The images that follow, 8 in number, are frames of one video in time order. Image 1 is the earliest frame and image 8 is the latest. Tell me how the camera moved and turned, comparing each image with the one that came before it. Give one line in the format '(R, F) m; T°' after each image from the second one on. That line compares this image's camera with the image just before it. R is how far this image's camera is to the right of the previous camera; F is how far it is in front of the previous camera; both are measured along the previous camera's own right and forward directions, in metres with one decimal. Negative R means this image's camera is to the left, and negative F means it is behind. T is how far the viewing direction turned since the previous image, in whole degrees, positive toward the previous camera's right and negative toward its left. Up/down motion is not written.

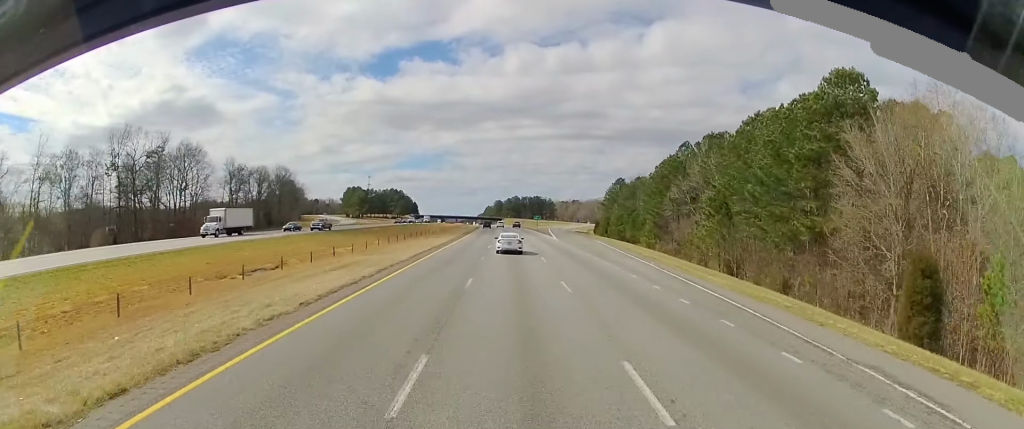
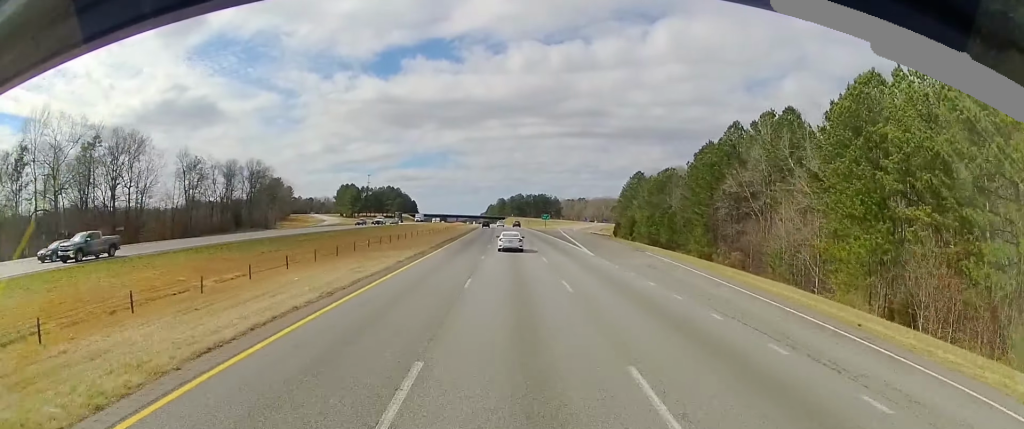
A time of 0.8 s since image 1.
(0.0, +24.4) m; 0°
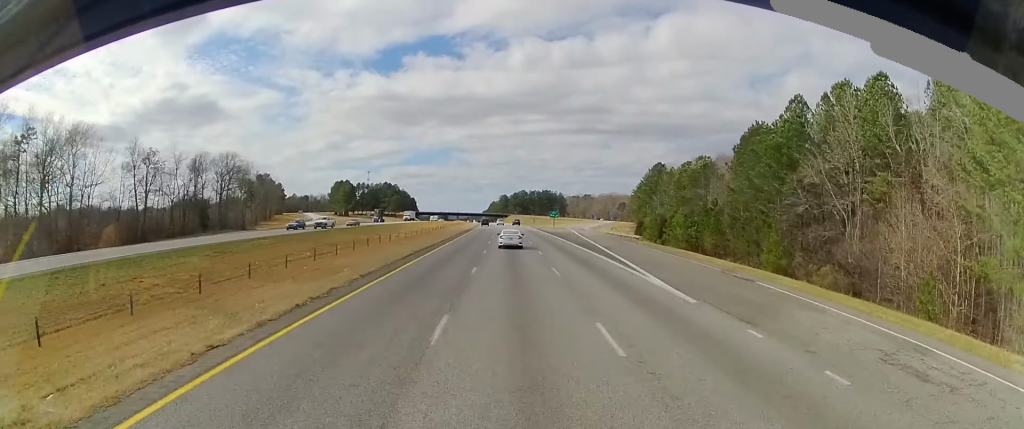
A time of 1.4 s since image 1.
(0.0, +20.2) m; 0°
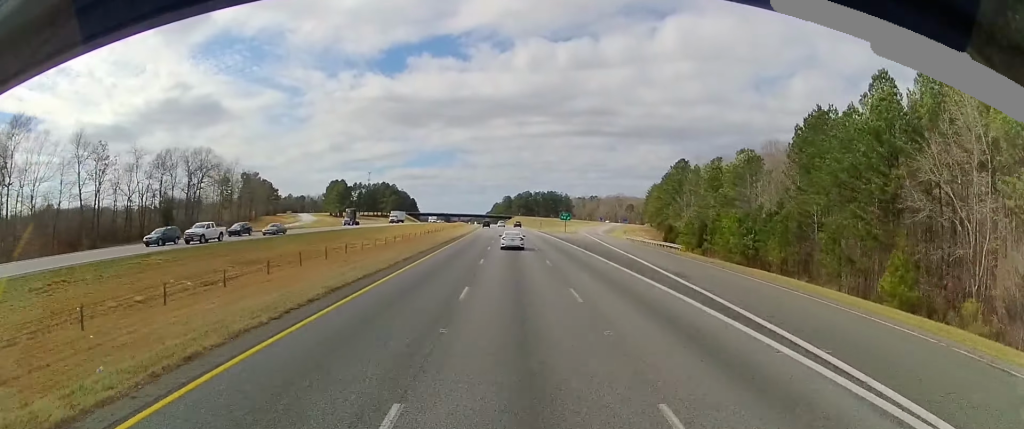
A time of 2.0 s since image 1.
(+0.1, +18.1) m; 0°
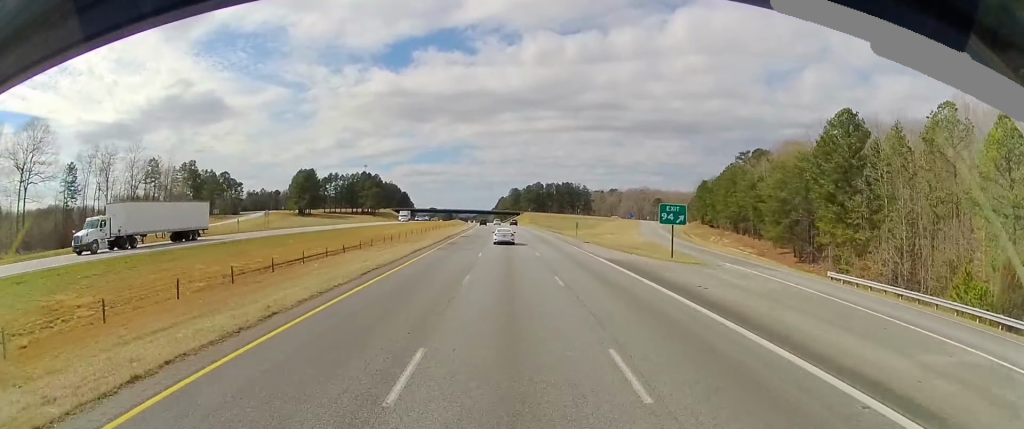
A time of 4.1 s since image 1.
(-0.9, +69.4) m; -2°
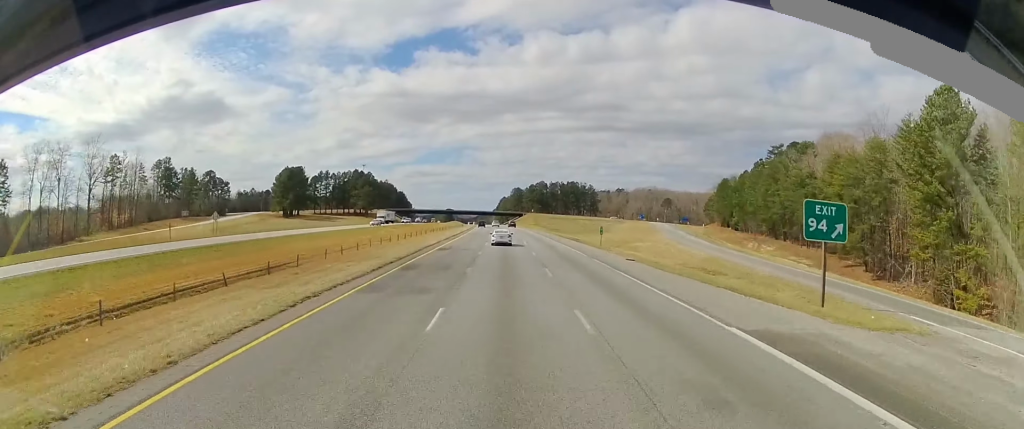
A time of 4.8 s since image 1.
(0.0, +20.4) m; 0°
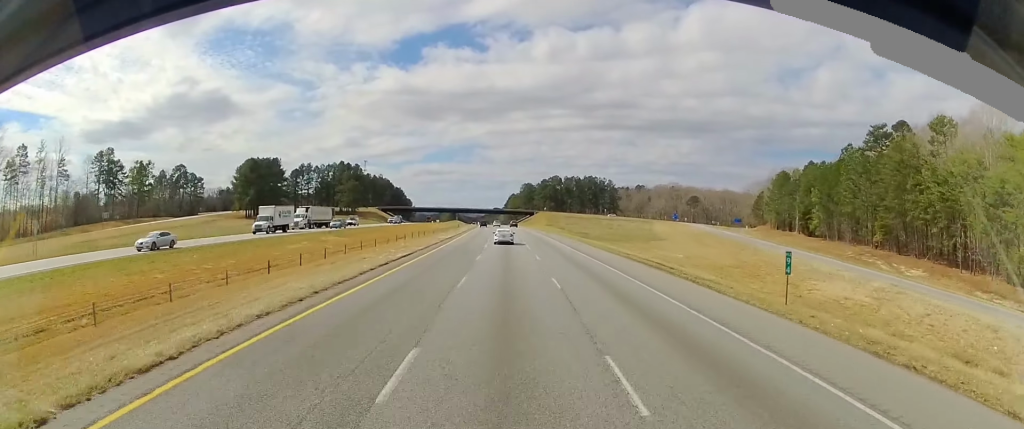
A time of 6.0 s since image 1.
(+0.1, +40.9) m; 0°
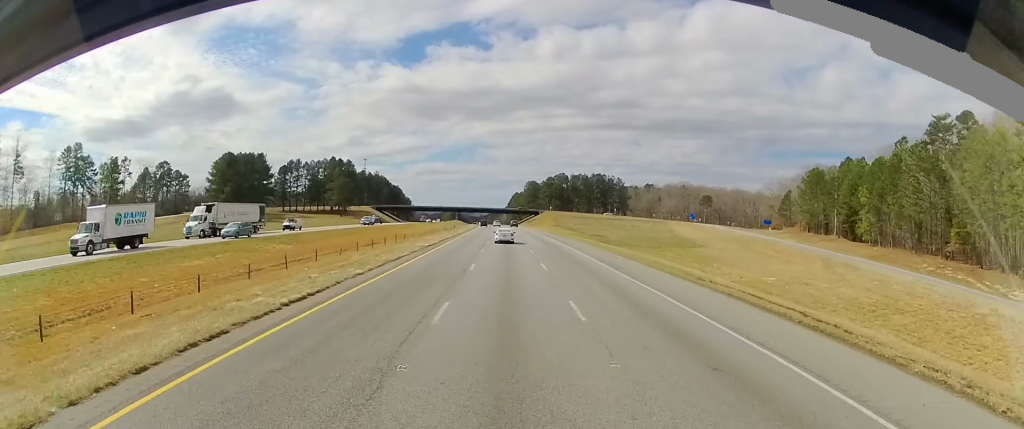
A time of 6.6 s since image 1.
(-0.1, +18.3) m; -1°
